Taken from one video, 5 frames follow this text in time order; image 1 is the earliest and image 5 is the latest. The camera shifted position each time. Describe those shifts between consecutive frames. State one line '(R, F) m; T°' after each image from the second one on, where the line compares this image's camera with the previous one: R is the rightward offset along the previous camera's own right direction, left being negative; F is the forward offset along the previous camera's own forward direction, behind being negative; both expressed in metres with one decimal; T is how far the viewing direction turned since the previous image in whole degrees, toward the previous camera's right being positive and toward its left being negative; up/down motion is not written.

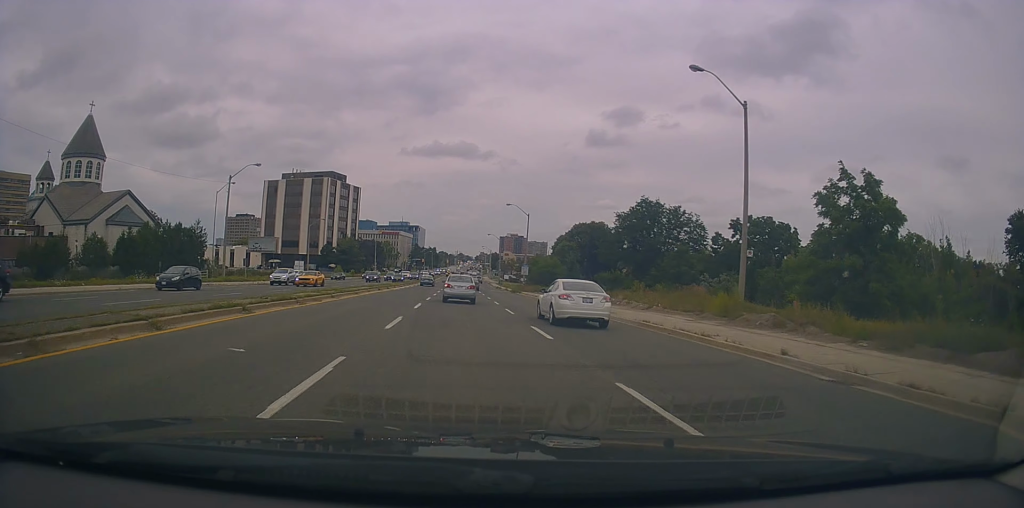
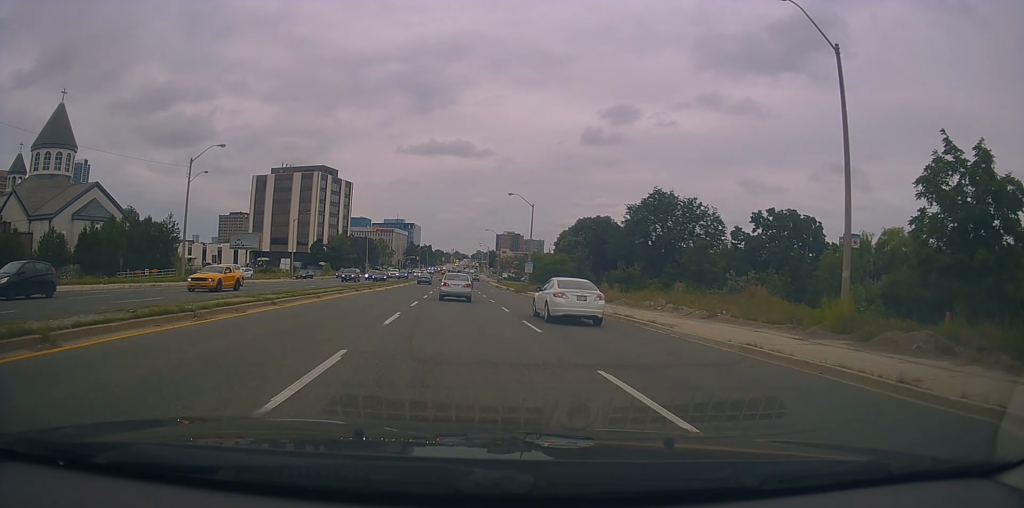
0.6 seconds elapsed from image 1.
(0.0, +8.7) m; 0°
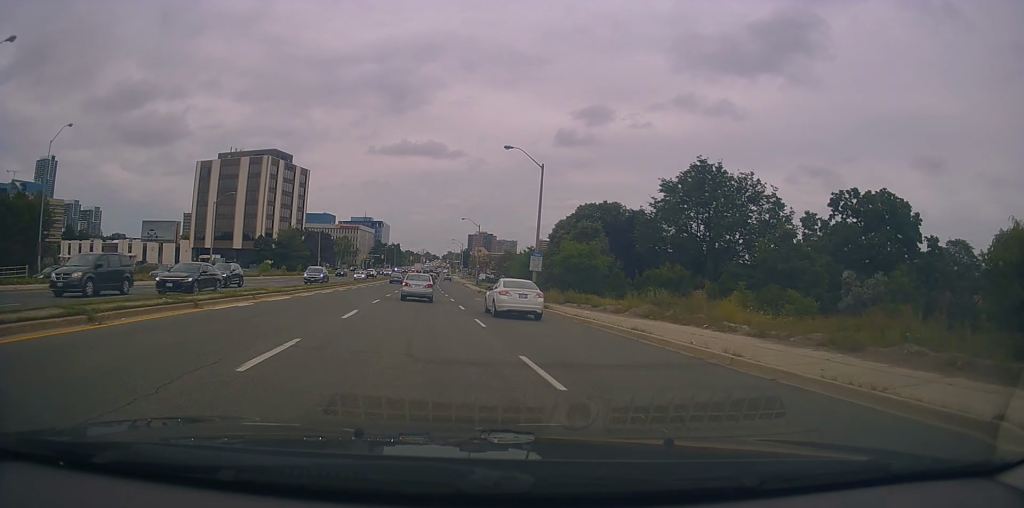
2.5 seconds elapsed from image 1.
(+0.1, +25.8) m; +2°
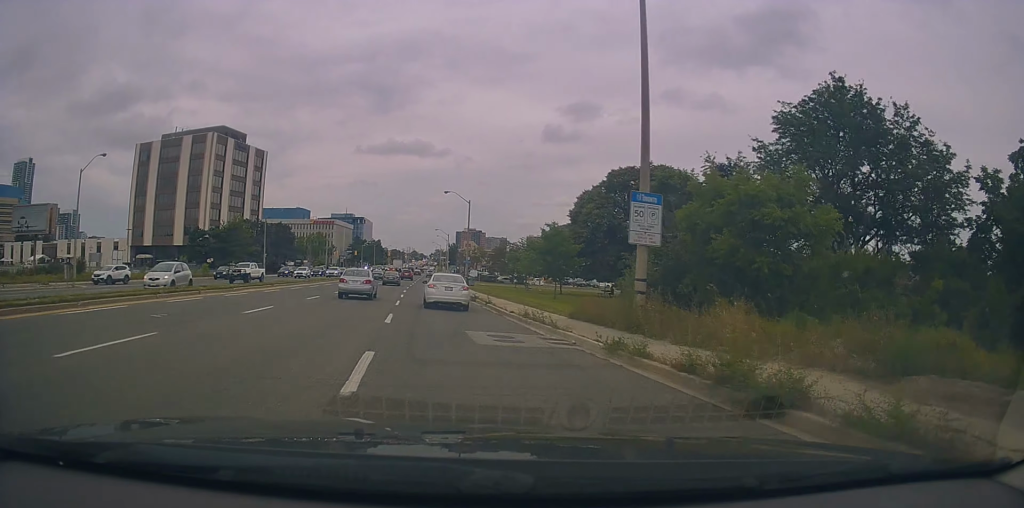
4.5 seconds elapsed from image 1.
(+0.9, +27.6) m; +2°
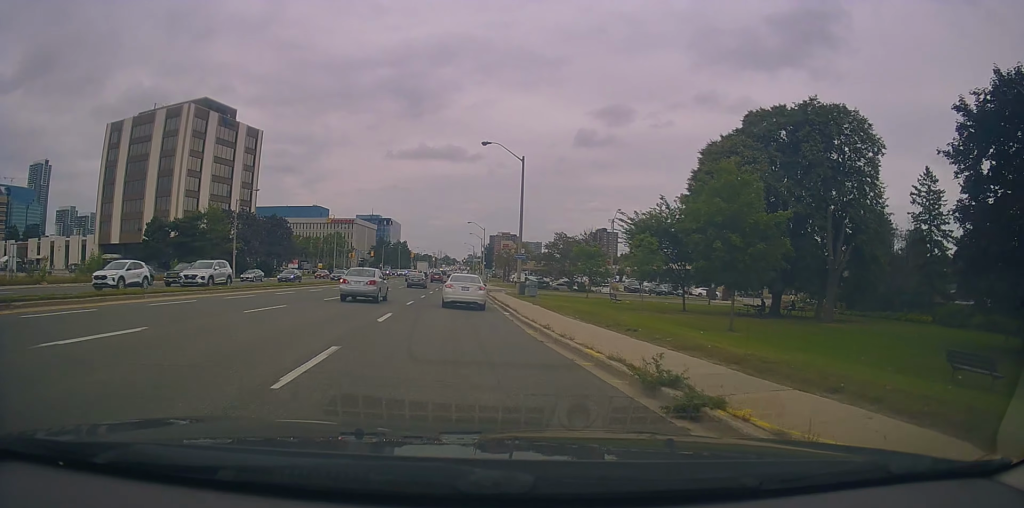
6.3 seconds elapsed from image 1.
(+0.6, +27.1) m; -2°
